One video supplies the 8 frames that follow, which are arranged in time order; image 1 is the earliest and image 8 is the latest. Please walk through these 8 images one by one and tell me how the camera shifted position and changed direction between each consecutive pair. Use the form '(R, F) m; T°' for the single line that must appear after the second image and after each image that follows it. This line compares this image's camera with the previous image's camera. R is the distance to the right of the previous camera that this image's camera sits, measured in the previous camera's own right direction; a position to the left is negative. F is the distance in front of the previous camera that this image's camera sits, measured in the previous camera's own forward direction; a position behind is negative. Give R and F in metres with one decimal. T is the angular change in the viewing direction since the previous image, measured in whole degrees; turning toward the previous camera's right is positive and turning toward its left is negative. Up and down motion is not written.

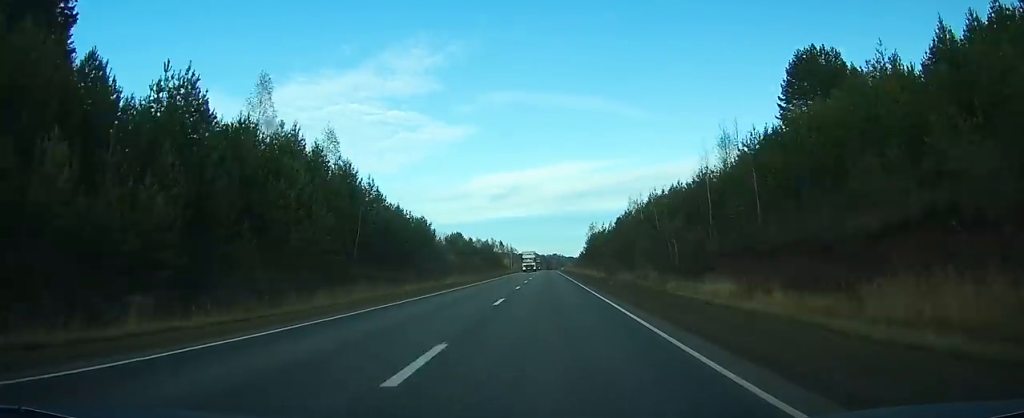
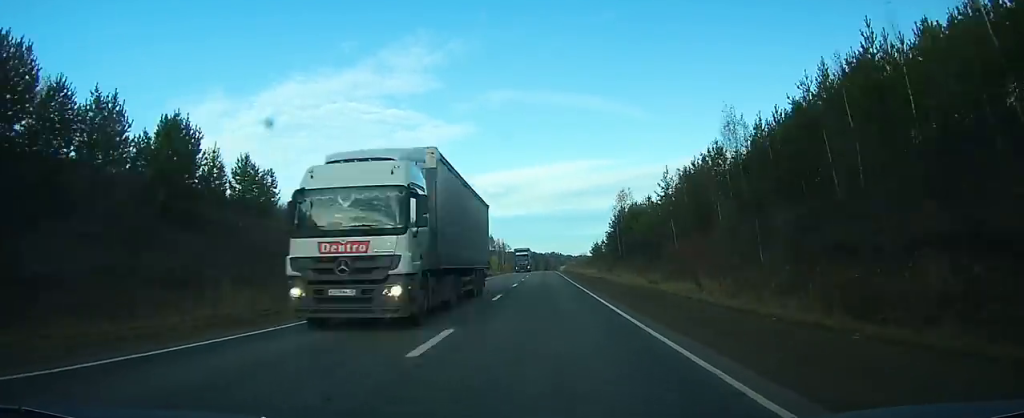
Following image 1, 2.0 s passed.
(0.0, +57.8) m; 0°
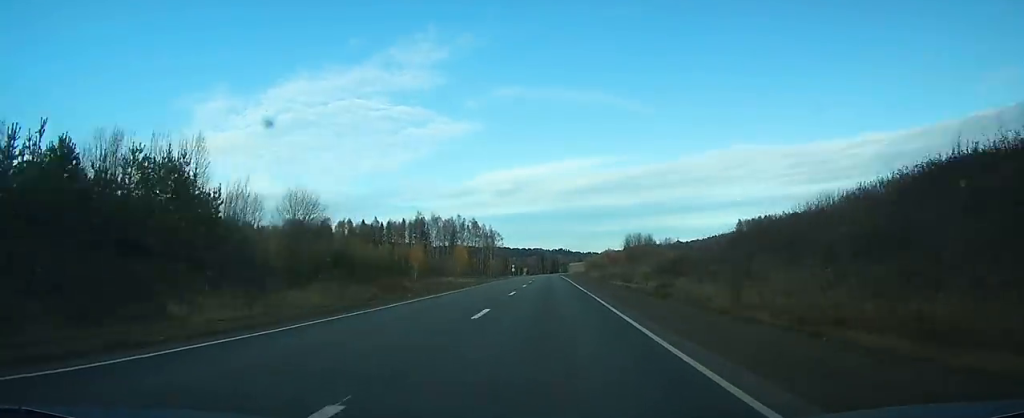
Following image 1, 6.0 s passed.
(-0.2, +114.9) m; 0°
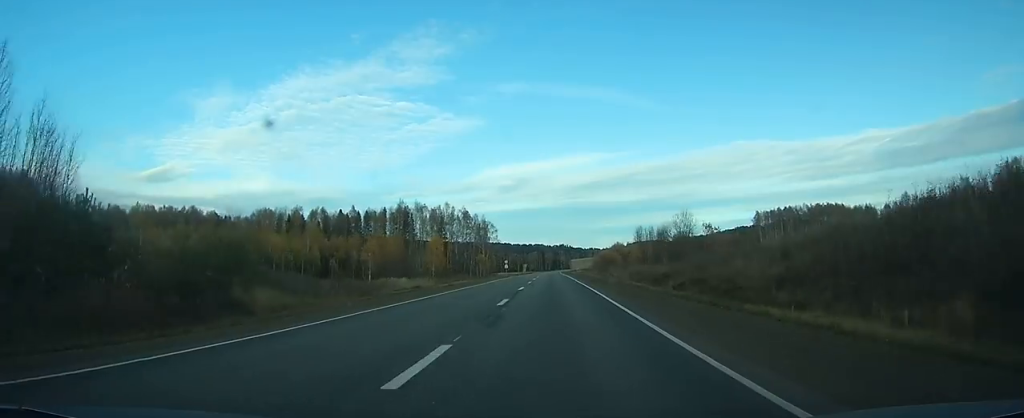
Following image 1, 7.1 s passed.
(-0.2, +32.3) m; 0°
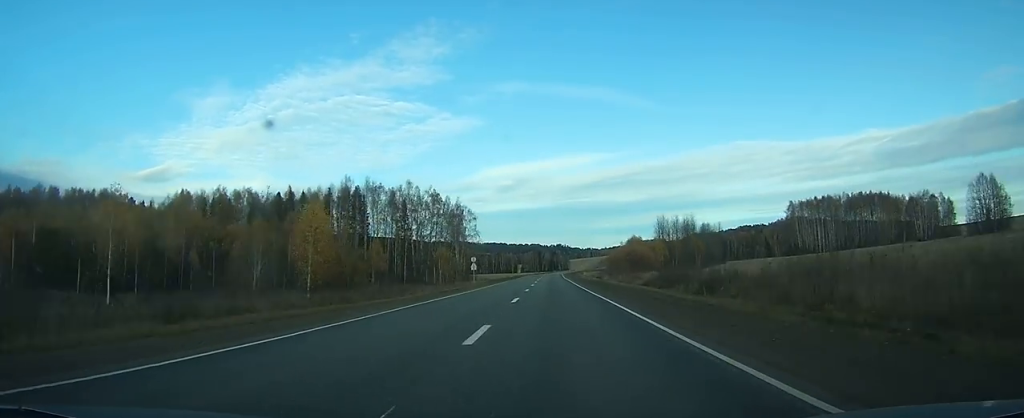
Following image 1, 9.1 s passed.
(-0.3, +56.8) m; 0°
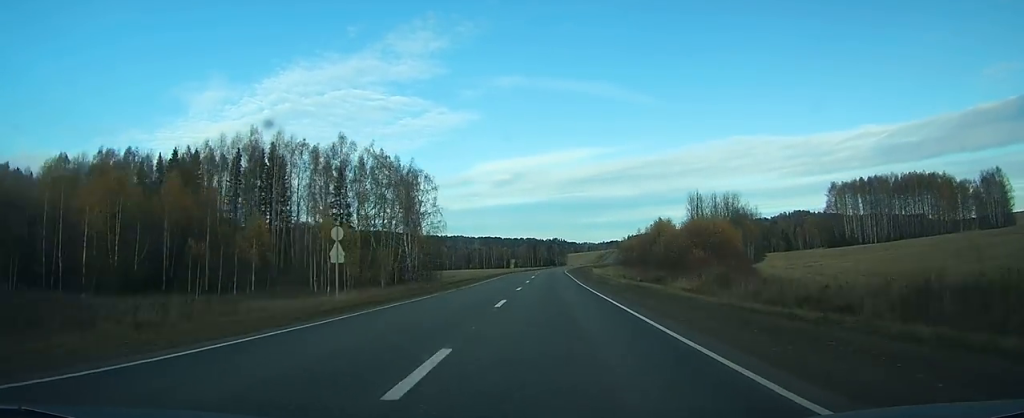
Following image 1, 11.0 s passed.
(0.0, +52.7) m; 0°
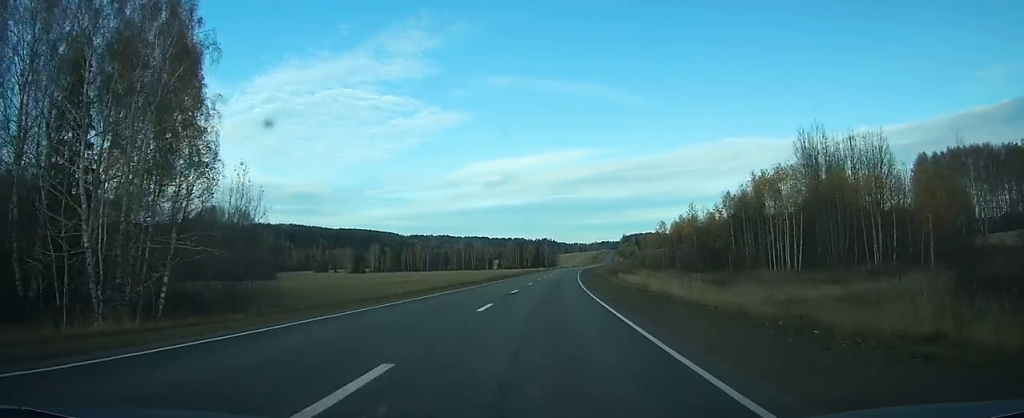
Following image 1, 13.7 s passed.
(+0.4, +74.9) m; +1°
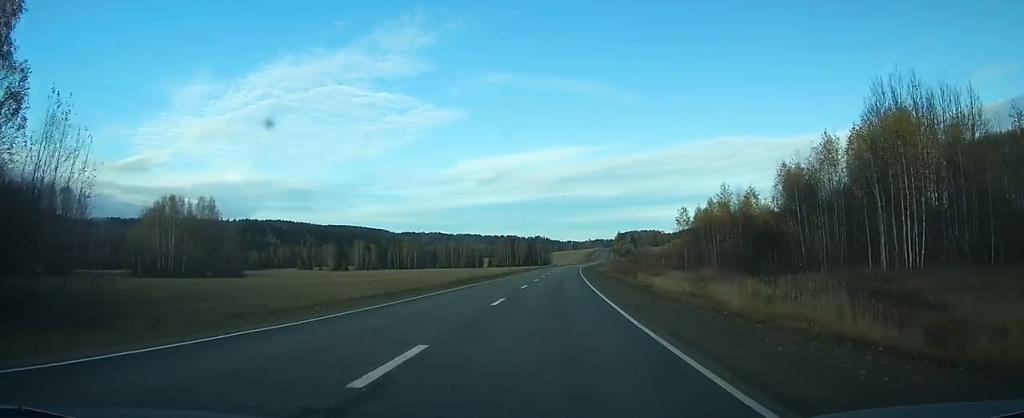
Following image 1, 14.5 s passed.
(0.0, +22.5) m; 0°
